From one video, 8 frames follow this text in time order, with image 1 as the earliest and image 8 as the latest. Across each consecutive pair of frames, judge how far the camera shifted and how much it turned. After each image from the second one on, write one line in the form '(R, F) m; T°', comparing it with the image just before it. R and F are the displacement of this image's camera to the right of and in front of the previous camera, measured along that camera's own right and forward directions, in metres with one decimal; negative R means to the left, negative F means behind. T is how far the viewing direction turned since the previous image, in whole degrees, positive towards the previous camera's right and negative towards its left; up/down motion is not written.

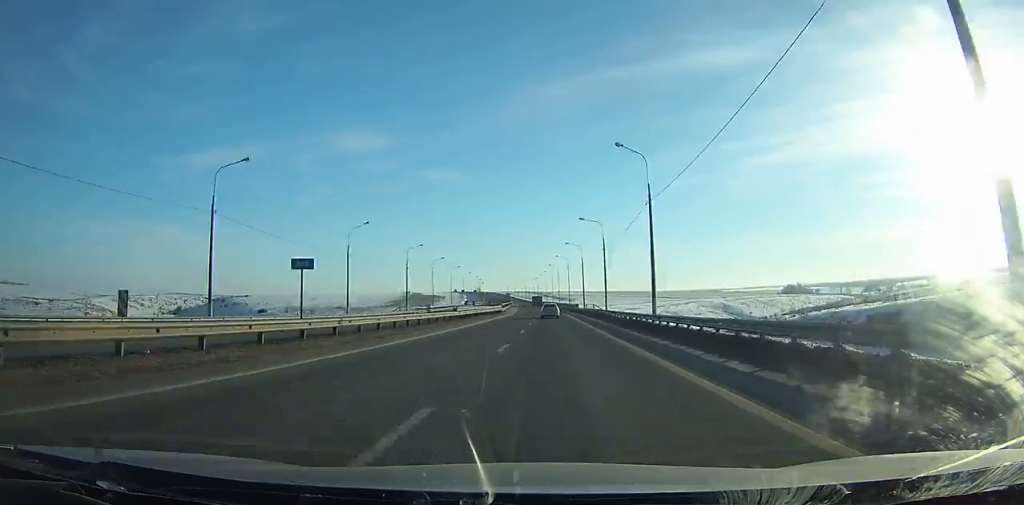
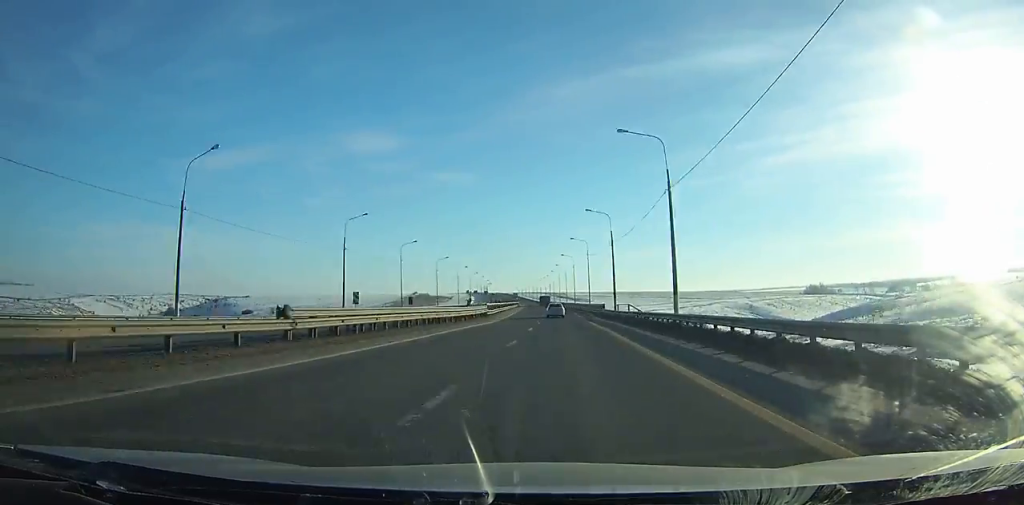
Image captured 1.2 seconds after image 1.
(-0.3, +34.8) m; -1°
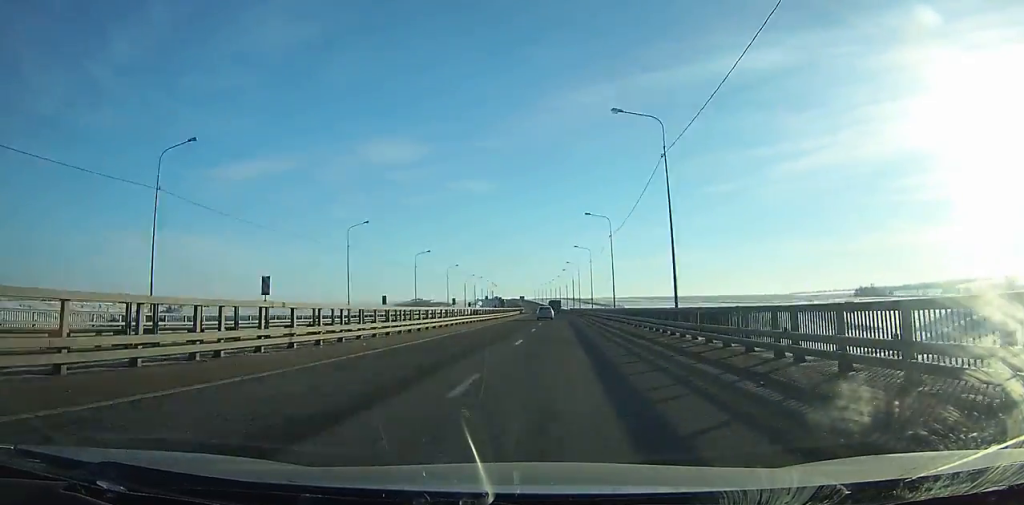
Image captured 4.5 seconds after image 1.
(-1.5, +96.0) m; -2°
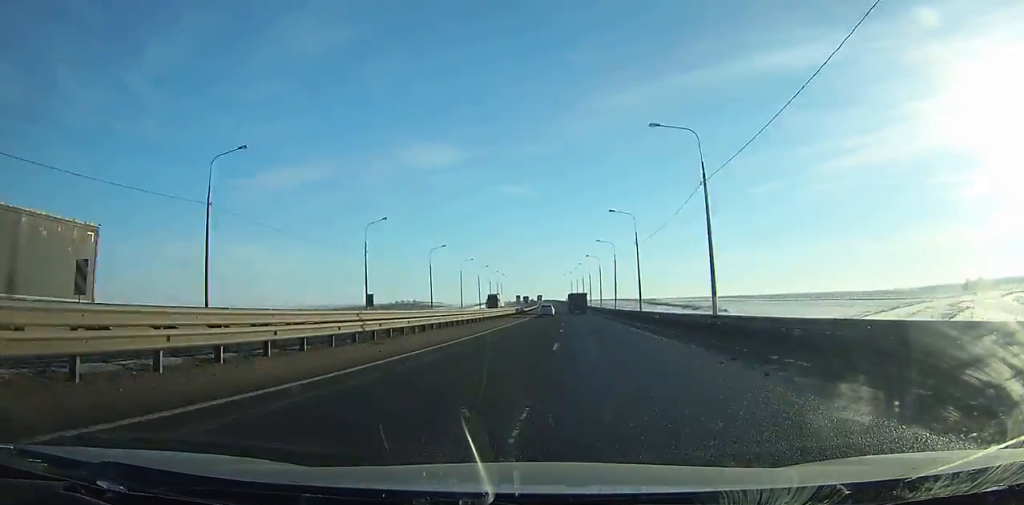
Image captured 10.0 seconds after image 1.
(-5.3, +162.1) m; -4°
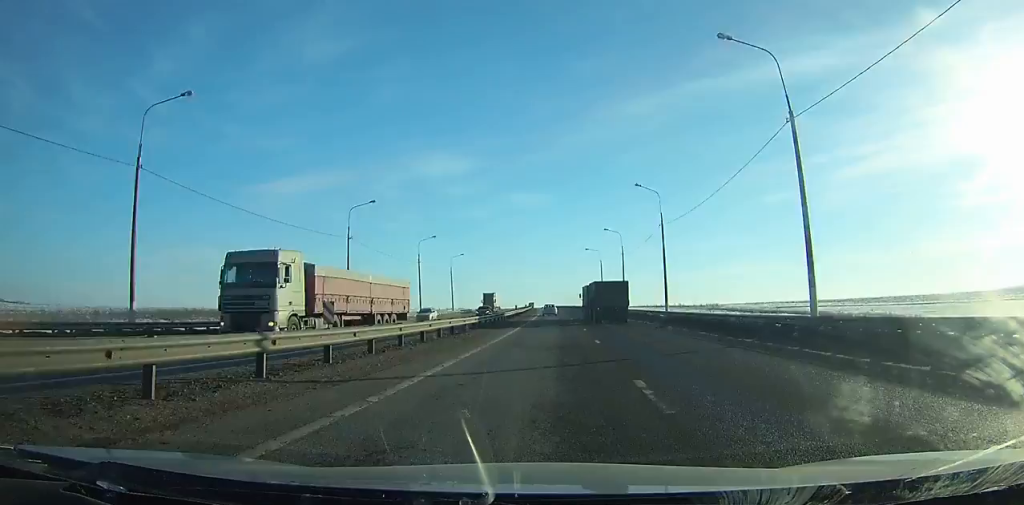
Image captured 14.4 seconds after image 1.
(-2.5, +130.4) m; -2°
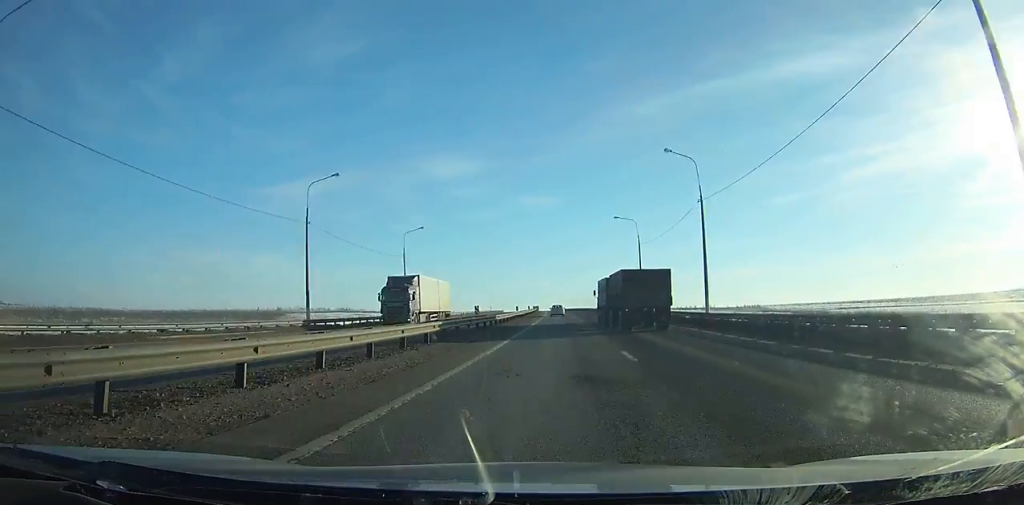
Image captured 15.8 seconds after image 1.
(-0.1, +41.3) m; -1°
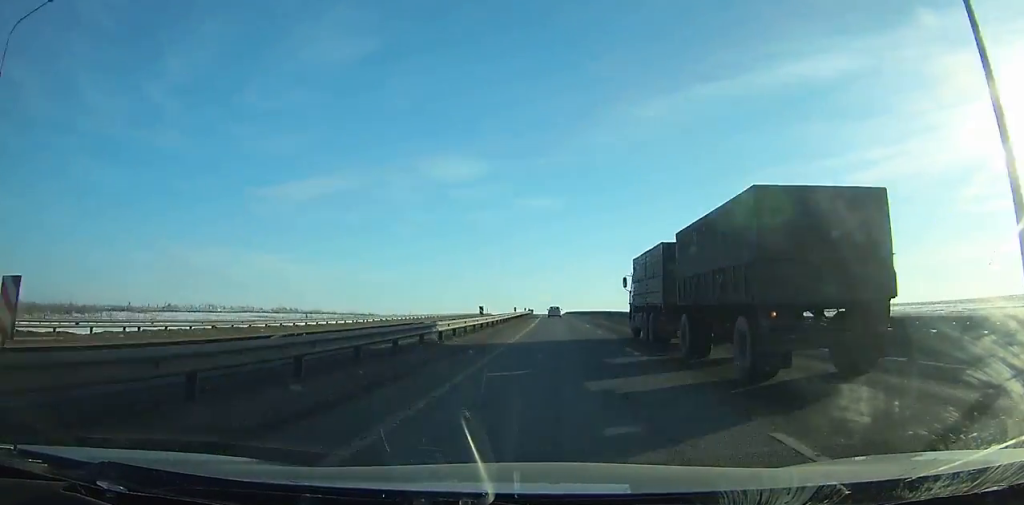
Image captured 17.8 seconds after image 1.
(-0.5, +58.9) m; -1°
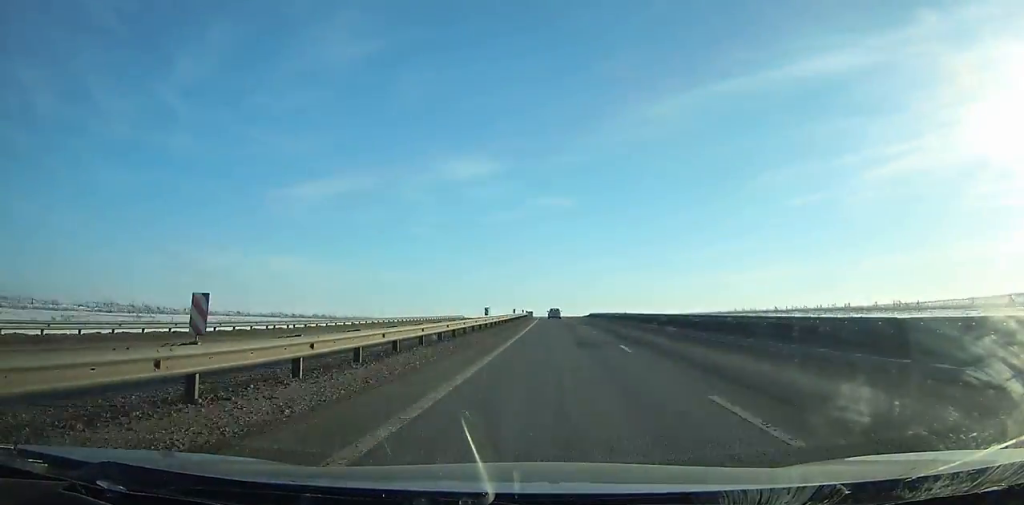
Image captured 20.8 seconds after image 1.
(-1.1, +87.9) m; -2°
